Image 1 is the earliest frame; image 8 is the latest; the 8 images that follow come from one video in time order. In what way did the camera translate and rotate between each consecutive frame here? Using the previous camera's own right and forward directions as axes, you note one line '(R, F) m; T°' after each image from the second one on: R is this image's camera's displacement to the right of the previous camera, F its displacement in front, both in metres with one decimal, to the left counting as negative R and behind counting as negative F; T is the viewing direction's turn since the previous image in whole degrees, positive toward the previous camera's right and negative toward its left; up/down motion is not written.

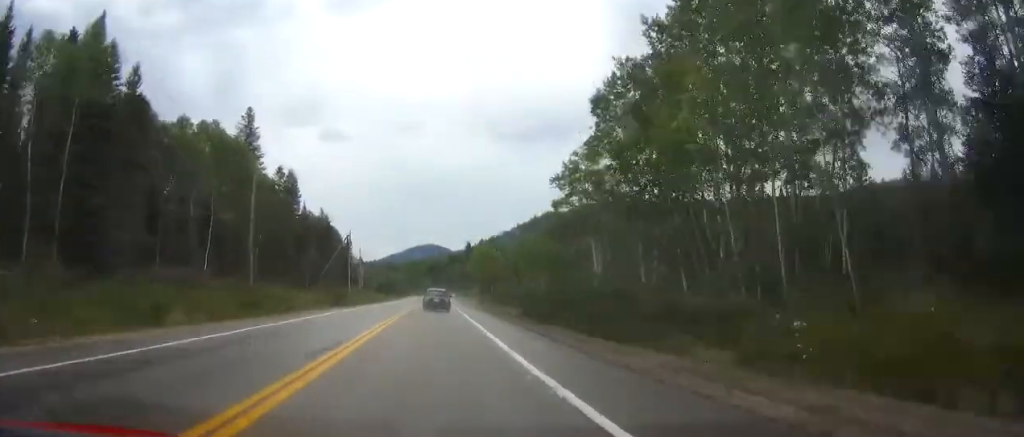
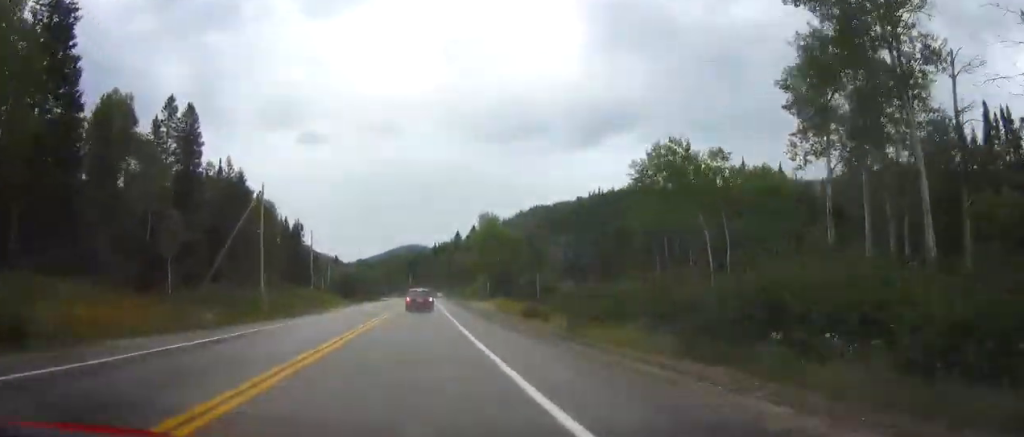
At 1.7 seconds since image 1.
(+0.7, +47.9) m; +1°
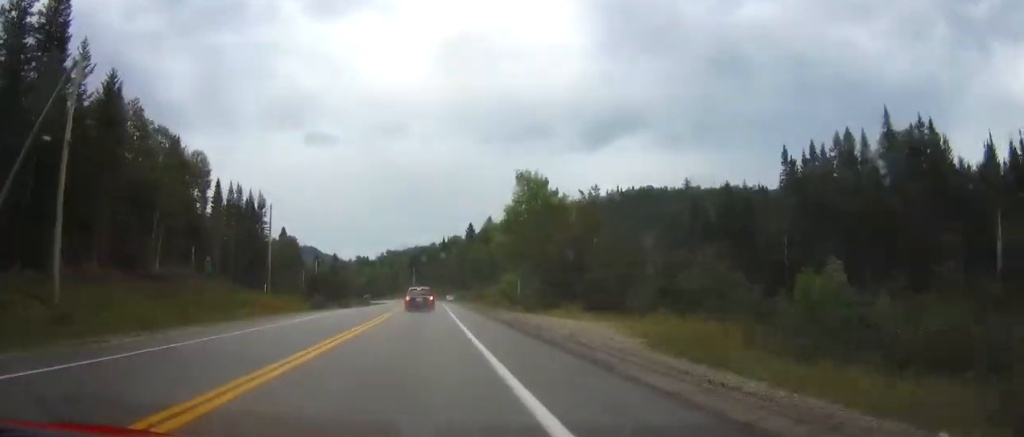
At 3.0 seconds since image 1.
(0.0, +35.4) m; 0°
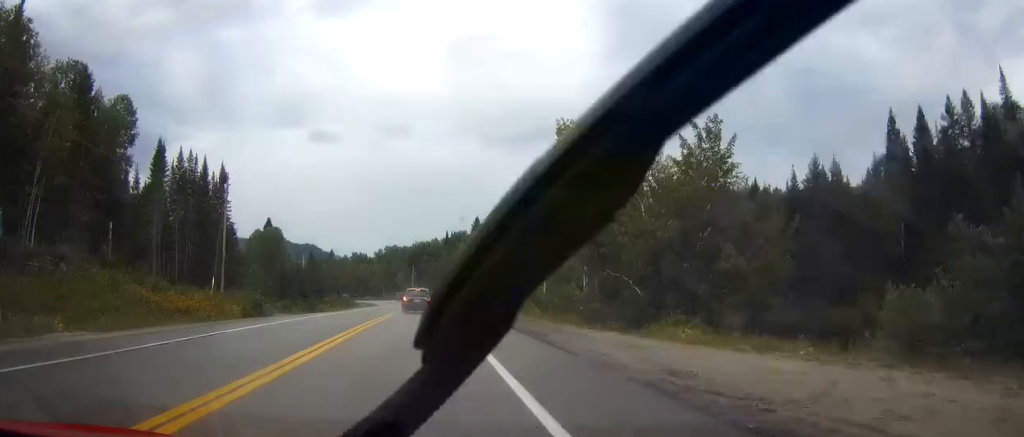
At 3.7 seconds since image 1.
(0.0, +19.4) m; 0°
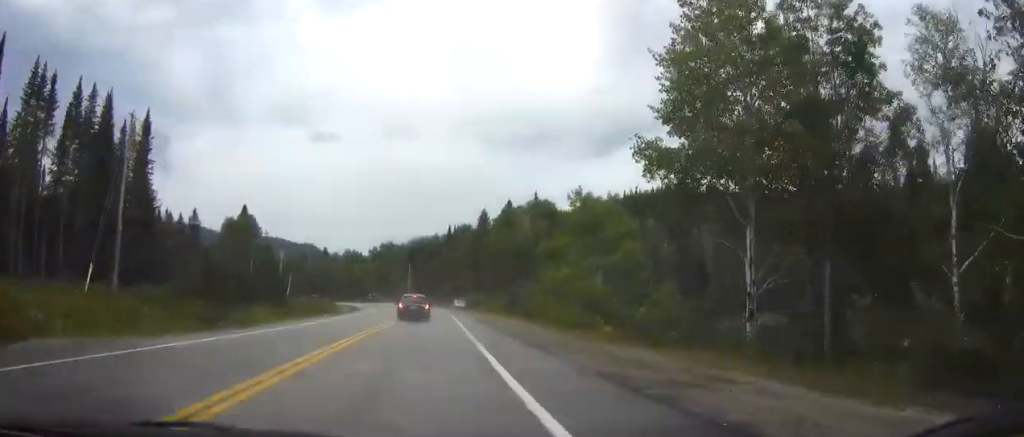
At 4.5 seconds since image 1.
(0.0, +22.9) m; 0°
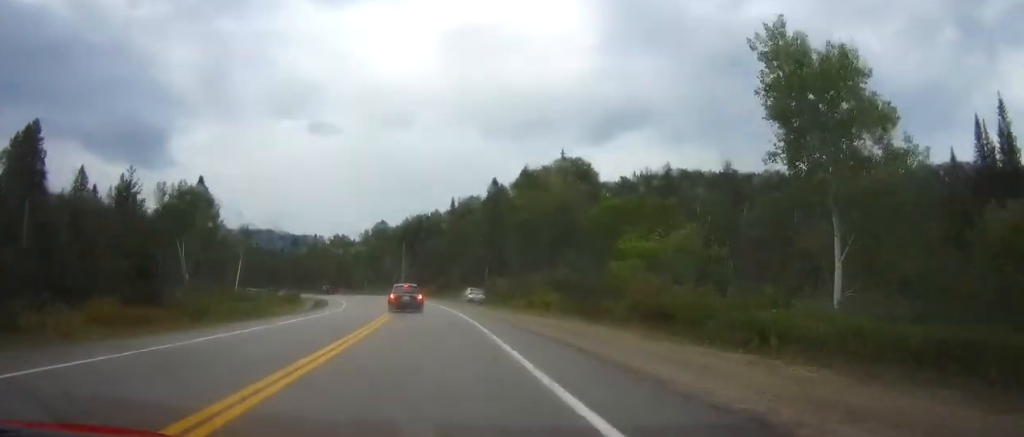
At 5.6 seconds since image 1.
(-0.1, +28.9) m; -1°
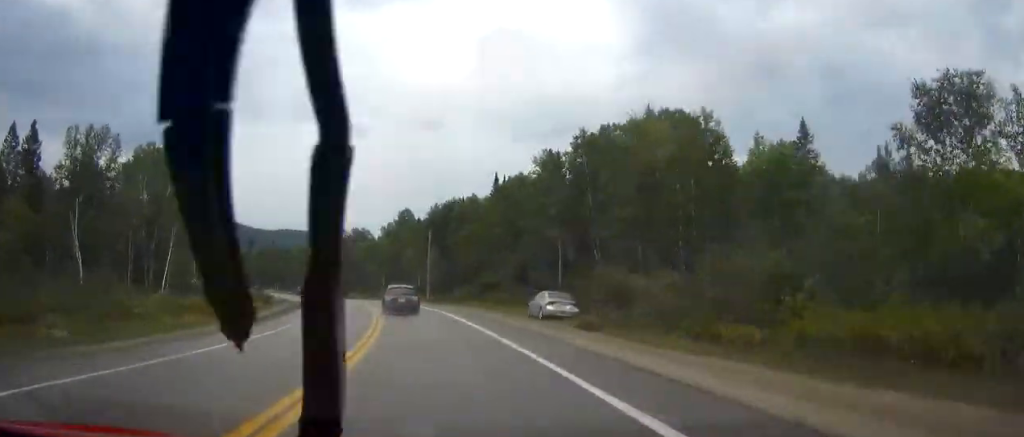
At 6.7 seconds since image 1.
(-0.4, +30.0) m; -2°
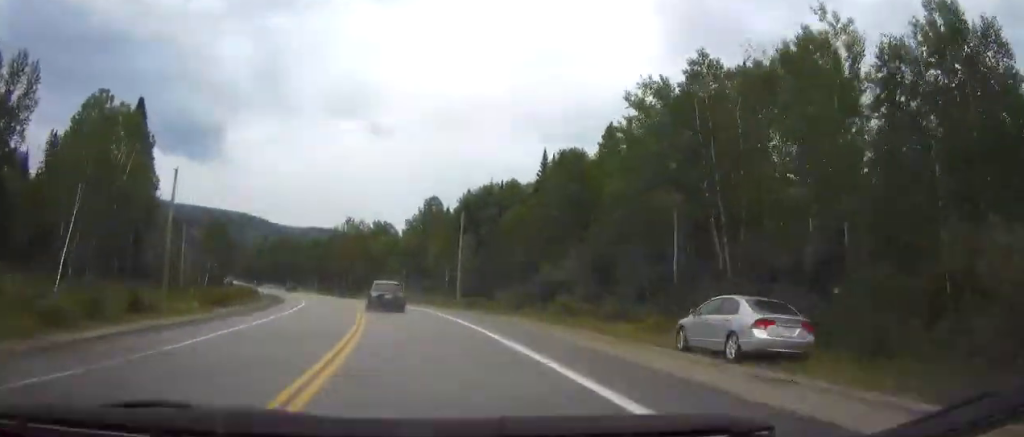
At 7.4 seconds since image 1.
(-0.4, +19.1) m; -2°
